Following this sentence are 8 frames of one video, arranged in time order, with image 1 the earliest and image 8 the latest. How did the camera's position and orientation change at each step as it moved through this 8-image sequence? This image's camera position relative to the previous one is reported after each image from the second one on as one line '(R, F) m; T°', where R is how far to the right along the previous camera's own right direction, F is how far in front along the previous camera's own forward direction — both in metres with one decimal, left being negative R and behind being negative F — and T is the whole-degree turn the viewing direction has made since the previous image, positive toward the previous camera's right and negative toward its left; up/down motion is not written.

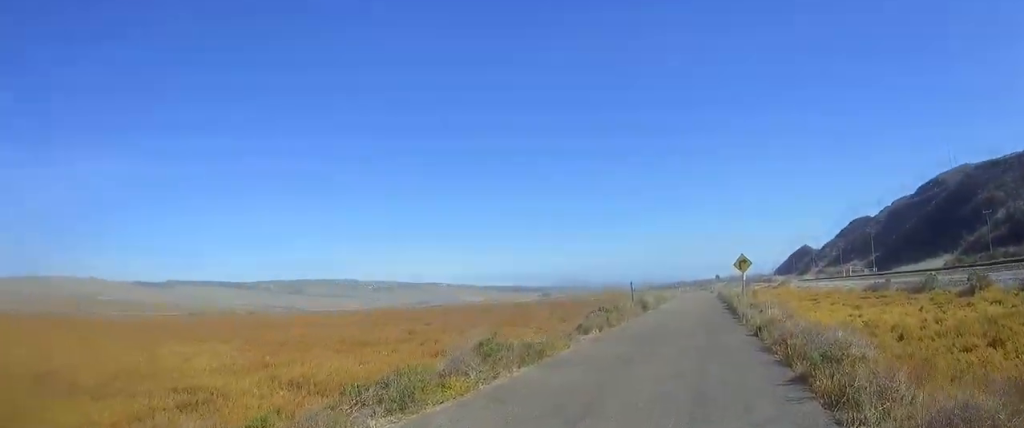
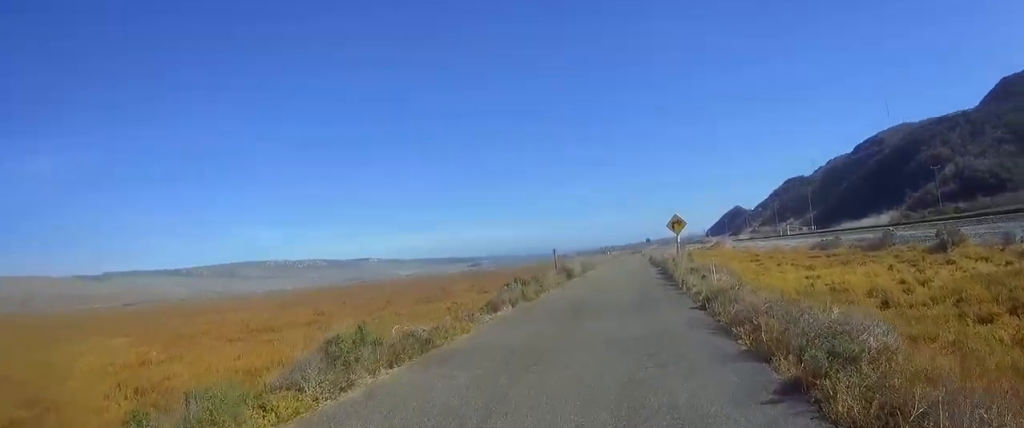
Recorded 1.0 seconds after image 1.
(-0.1, +4.3) m; -1°
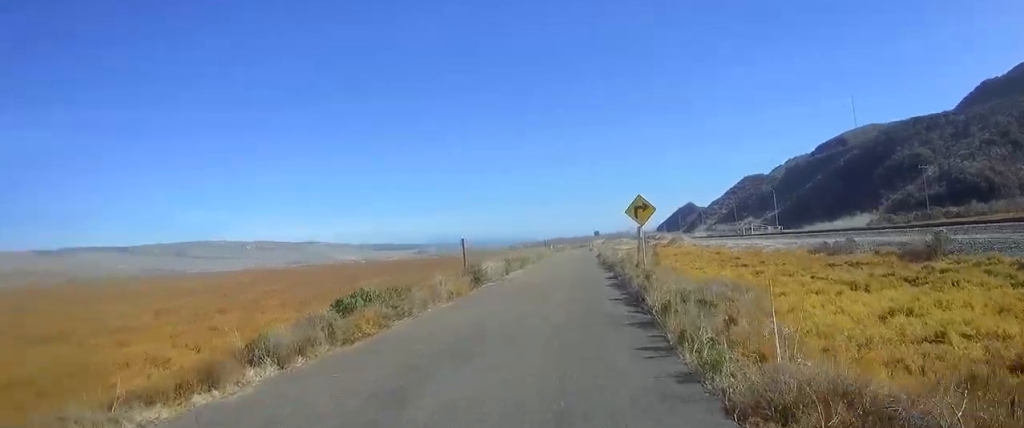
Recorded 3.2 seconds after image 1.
(-0.1, +13.7) m; 0°
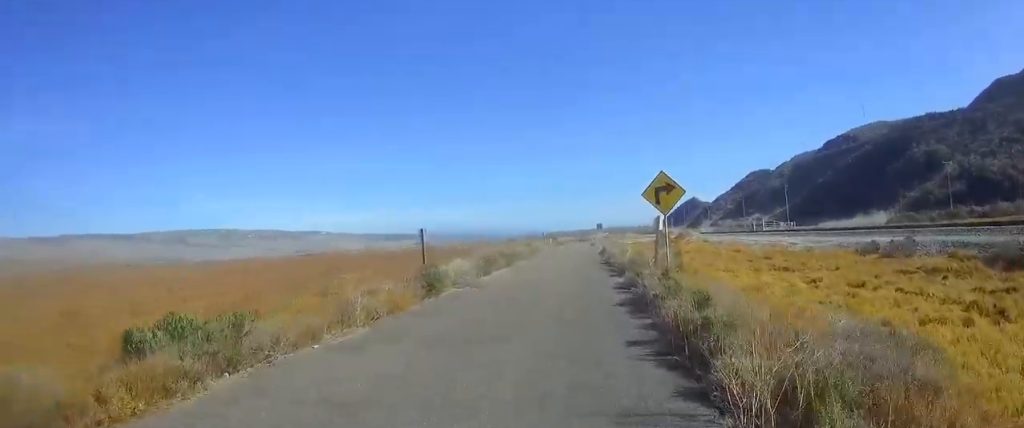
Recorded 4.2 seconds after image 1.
(+0.1, +8.0) m; 0°
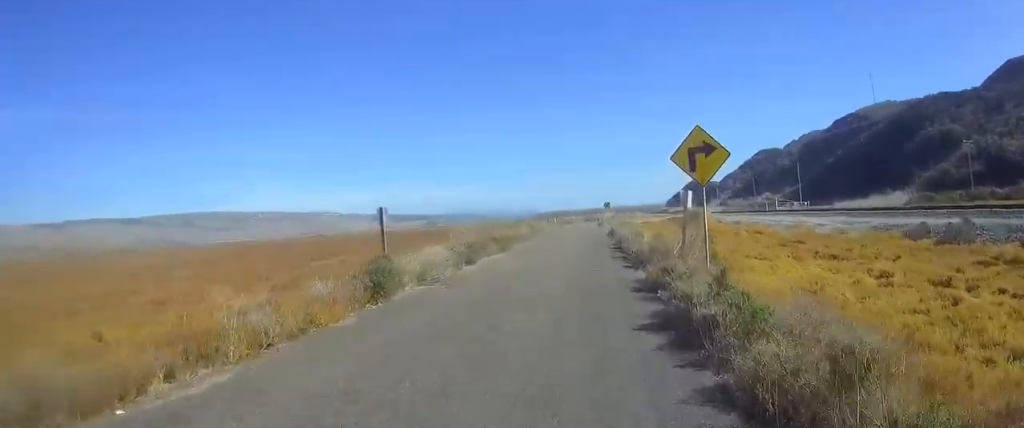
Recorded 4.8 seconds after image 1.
(-0.1, +5.4) m; 0°
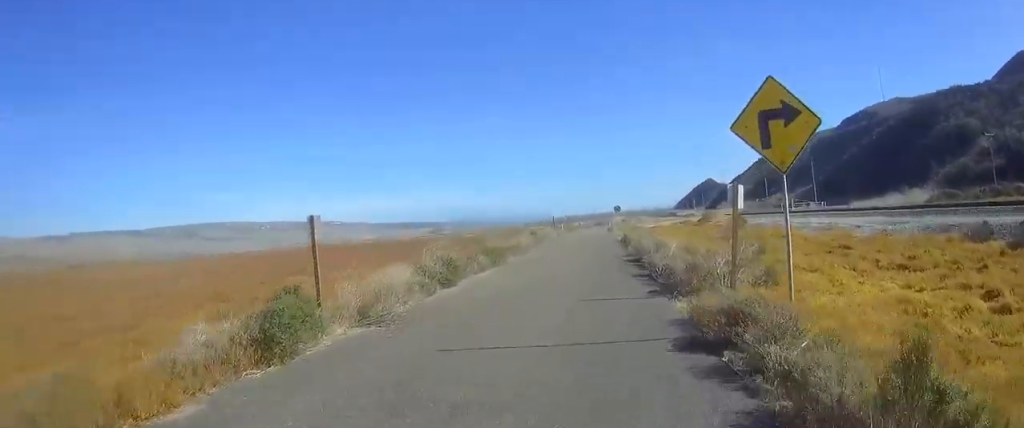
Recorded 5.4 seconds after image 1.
(-0.1, +5.2) m; 0°
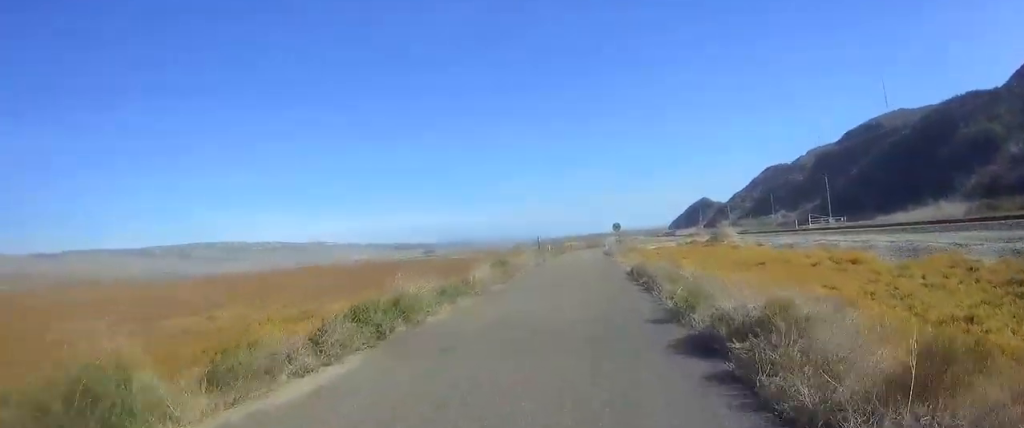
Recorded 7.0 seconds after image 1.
(+0.1, +14.4) m; 0°
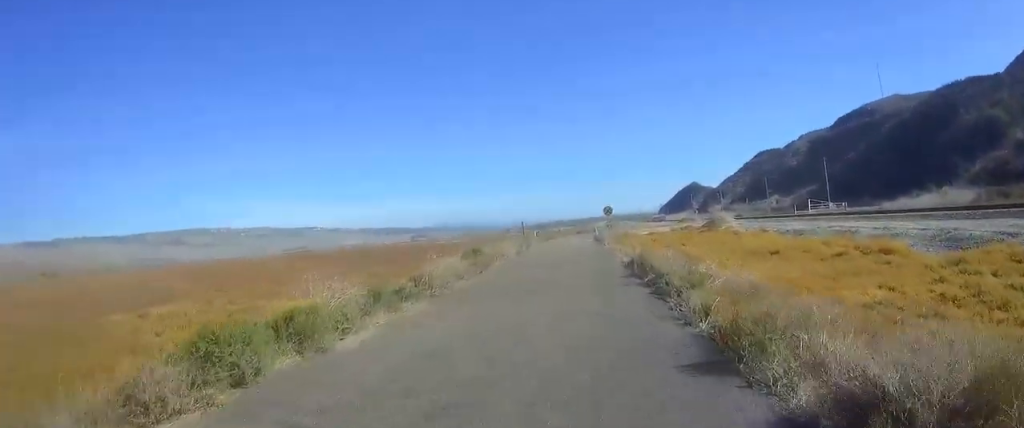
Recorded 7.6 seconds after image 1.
(0.0, +5.2) m; 0°
